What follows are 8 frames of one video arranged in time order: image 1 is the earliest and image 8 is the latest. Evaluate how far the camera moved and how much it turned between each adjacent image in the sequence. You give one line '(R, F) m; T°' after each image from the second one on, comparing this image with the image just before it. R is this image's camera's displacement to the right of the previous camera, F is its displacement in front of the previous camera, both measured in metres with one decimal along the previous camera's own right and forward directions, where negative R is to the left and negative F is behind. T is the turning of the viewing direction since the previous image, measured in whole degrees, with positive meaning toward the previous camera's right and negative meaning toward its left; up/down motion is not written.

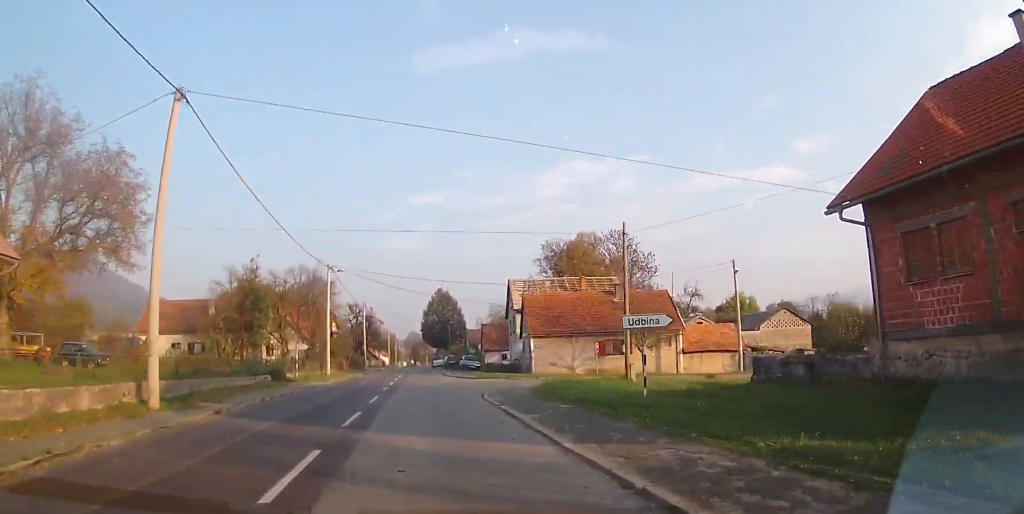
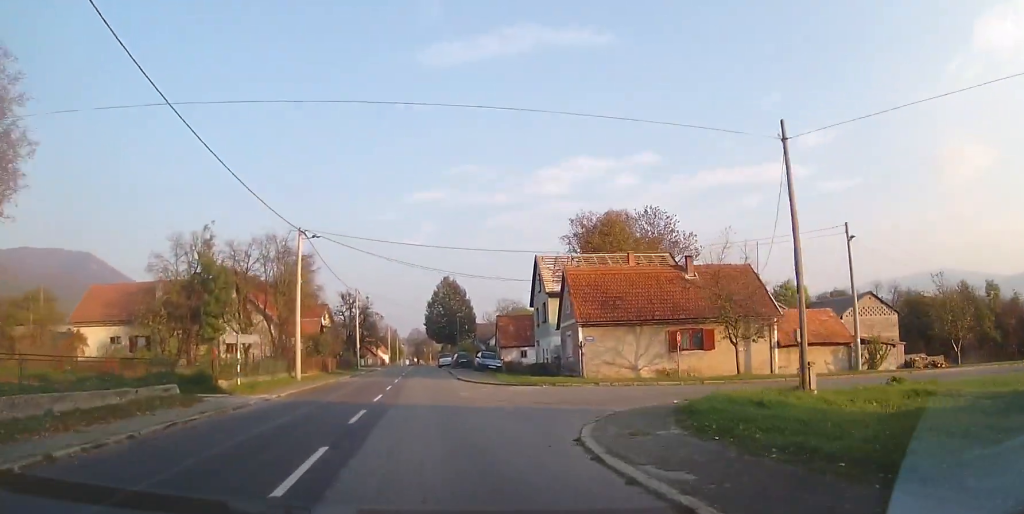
(-0.2, +12.4) m; -1°
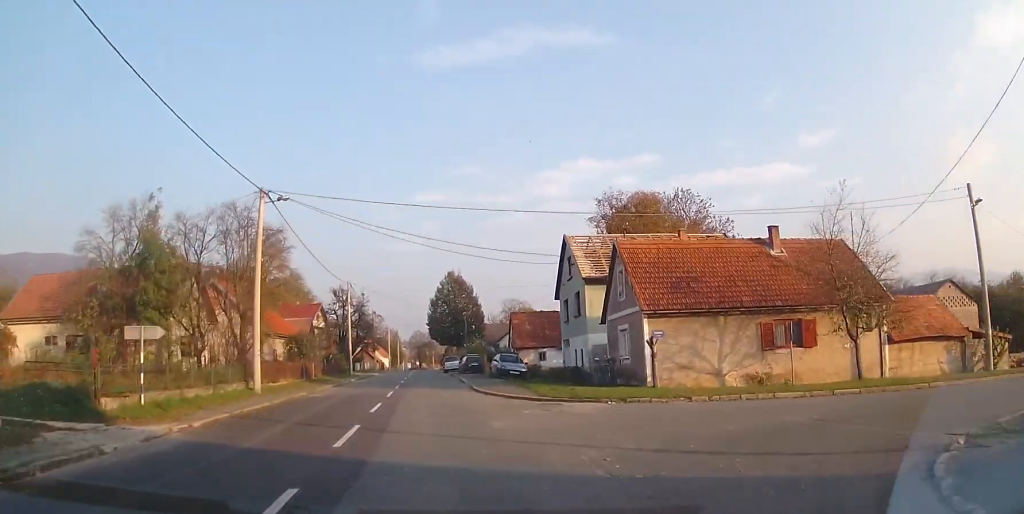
(-0.1, +8.9) m; -1°
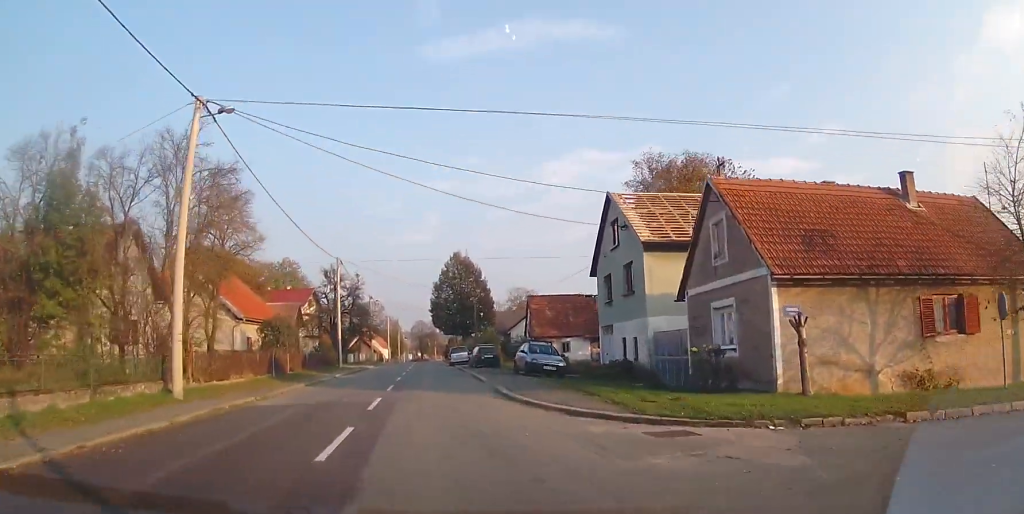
(0.0, +8.5) m; -1°
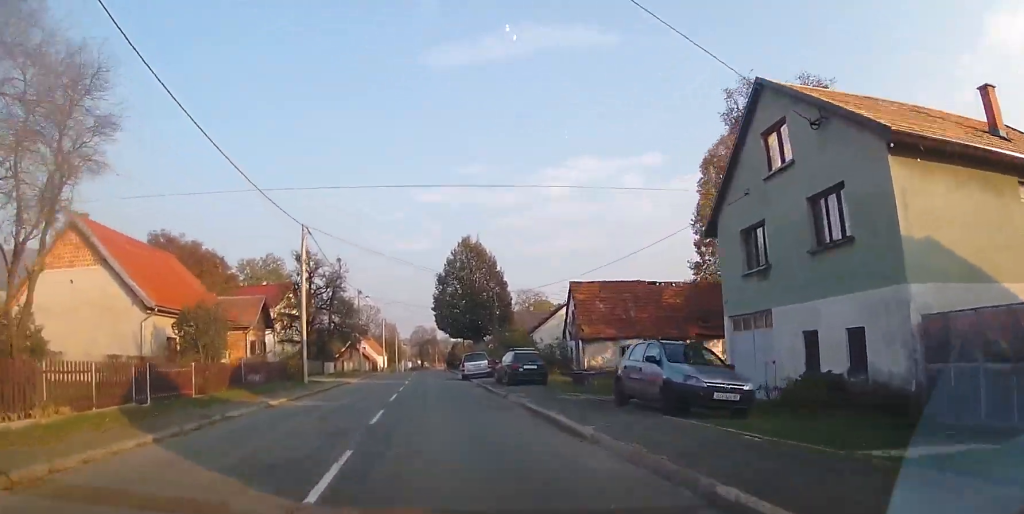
(-0.2, +14.5) m; -1°
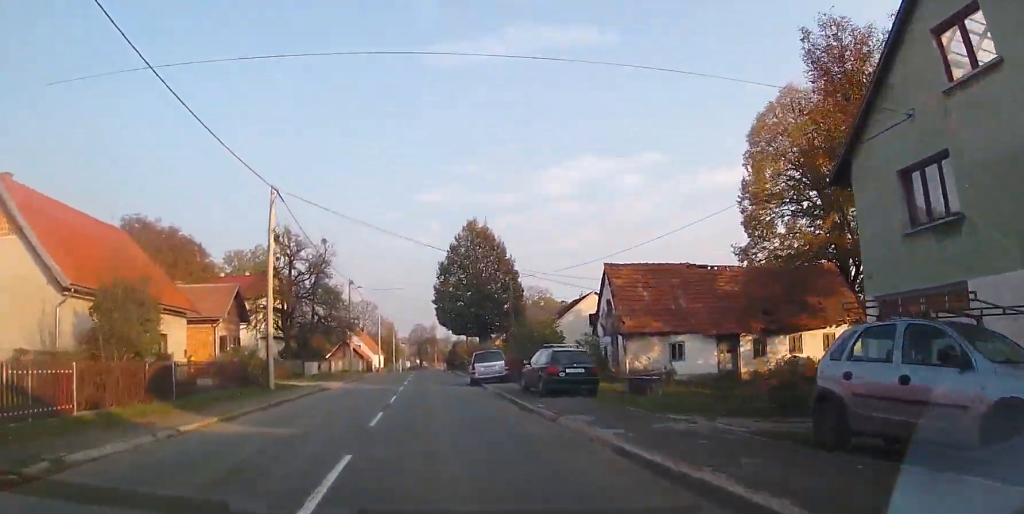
(0.0, +7.3) m; 0°
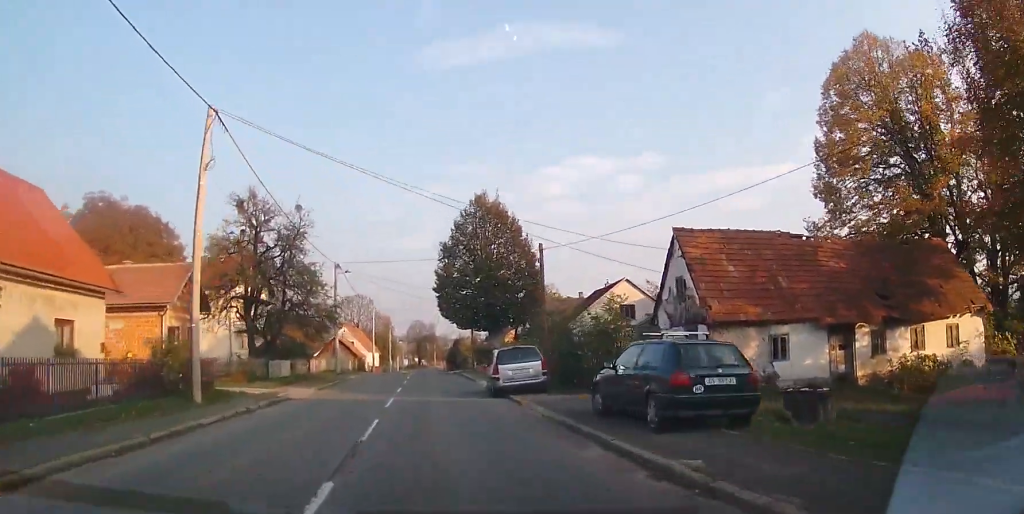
(0.0, +8.7) m; 0°
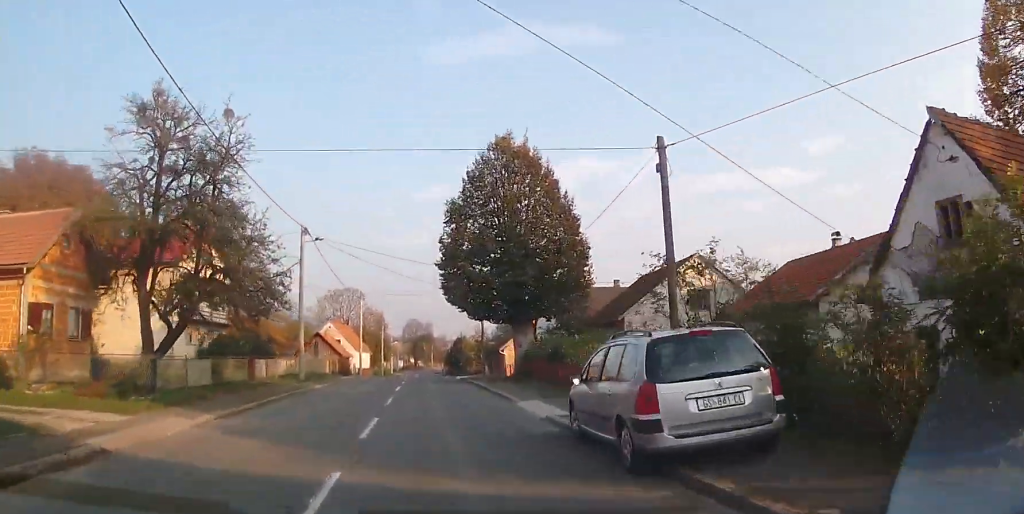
(+0.1, +12.8) m; 0°
